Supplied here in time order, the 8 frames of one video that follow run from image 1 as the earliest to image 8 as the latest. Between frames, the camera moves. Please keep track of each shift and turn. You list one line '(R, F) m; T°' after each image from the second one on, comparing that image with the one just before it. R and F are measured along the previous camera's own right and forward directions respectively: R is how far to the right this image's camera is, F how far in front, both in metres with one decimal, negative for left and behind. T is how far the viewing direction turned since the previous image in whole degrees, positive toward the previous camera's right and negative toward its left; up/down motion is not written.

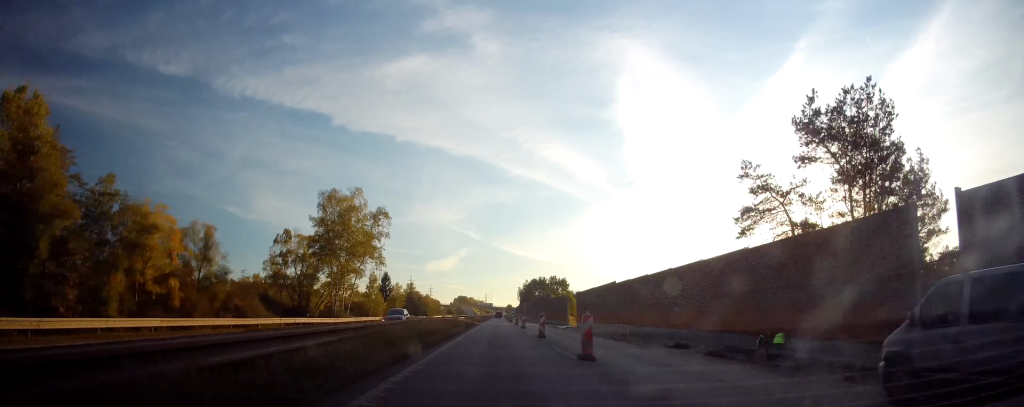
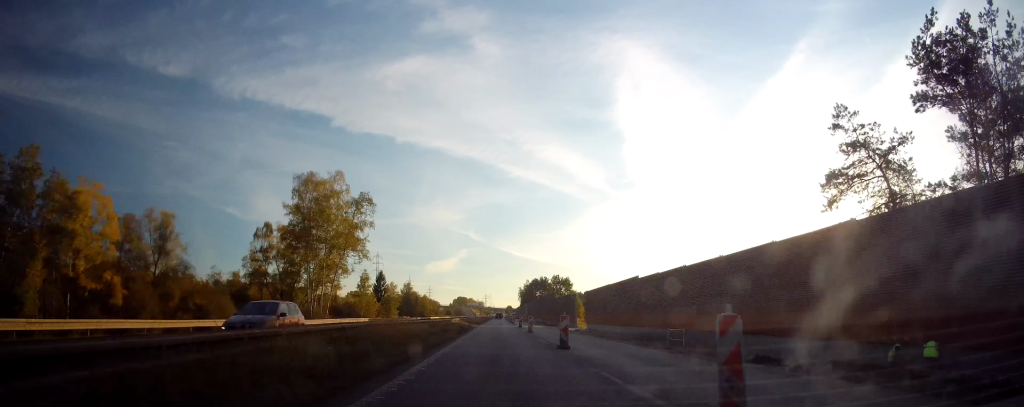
(+0.2, +8.6) m; +1°
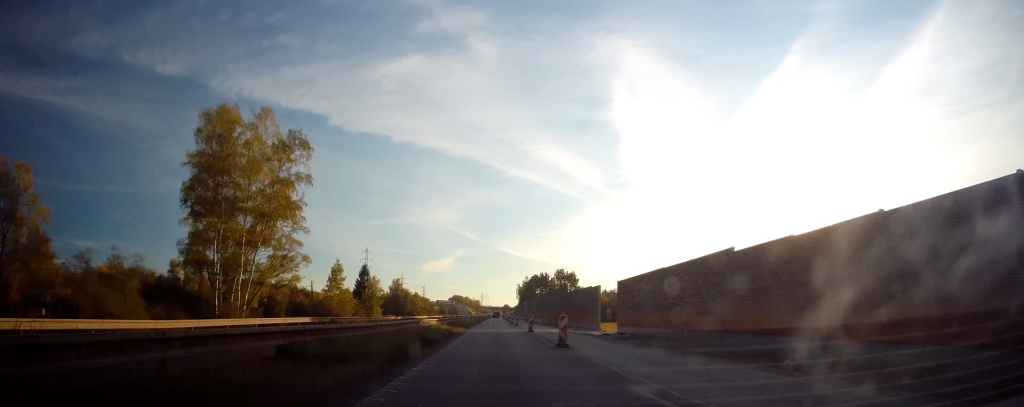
(+0.2, +19.4) m; 0°
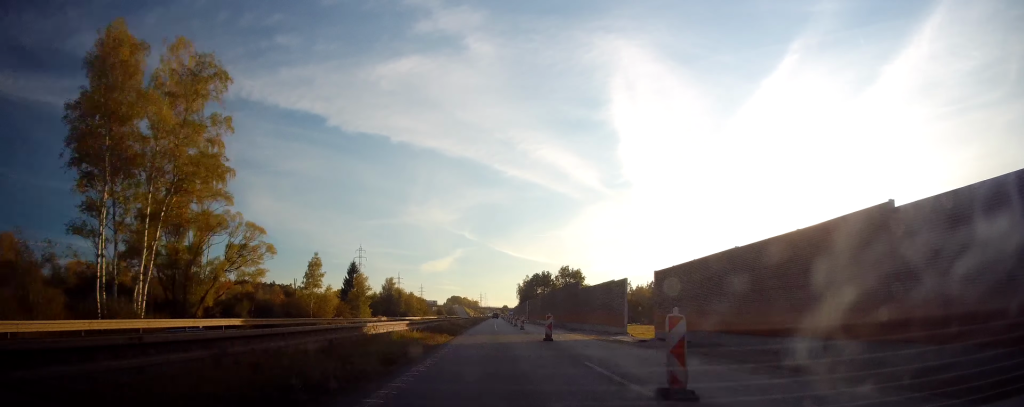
(-0.2, +12.5) m; 0°
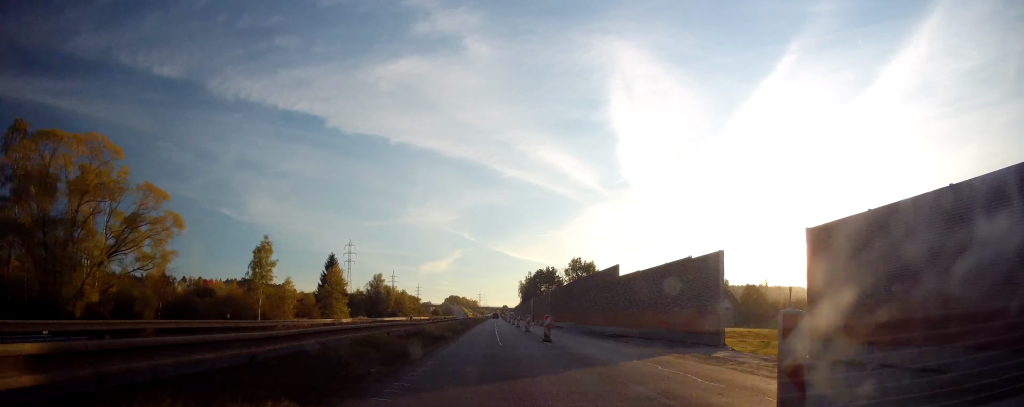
(+0.2, +20.7) m; 0°
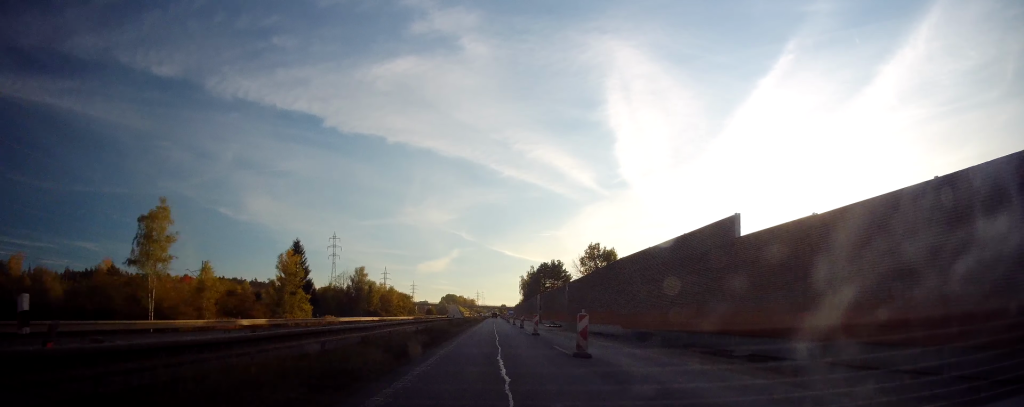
(-0.2, +24.2) m; 0°
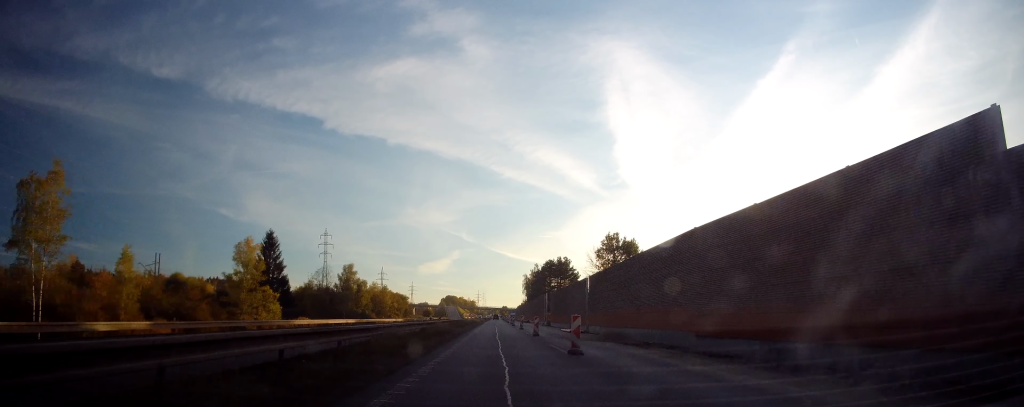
(0.0, +14.9) m; 0°
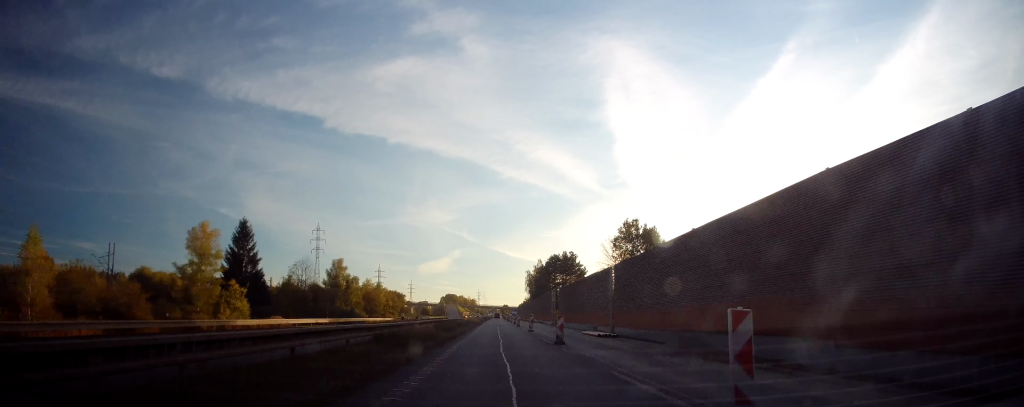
(-0.1, +11.6) m; -1°
